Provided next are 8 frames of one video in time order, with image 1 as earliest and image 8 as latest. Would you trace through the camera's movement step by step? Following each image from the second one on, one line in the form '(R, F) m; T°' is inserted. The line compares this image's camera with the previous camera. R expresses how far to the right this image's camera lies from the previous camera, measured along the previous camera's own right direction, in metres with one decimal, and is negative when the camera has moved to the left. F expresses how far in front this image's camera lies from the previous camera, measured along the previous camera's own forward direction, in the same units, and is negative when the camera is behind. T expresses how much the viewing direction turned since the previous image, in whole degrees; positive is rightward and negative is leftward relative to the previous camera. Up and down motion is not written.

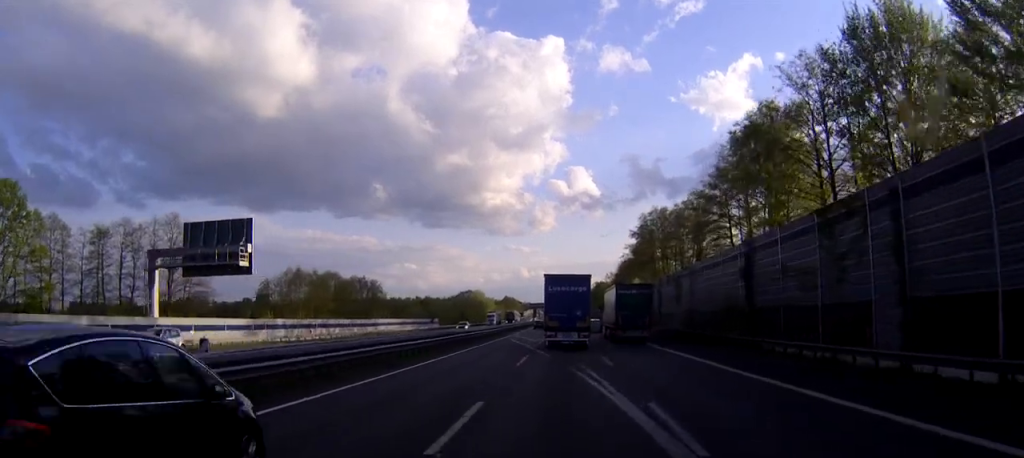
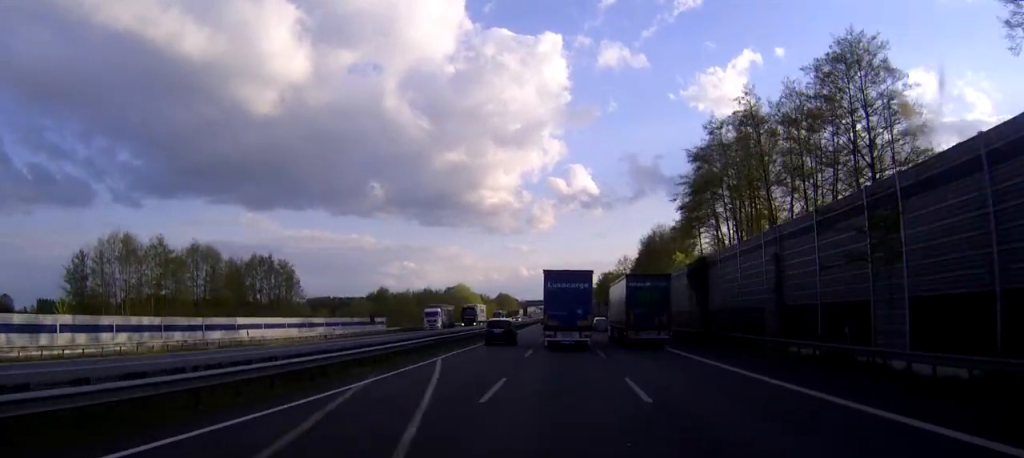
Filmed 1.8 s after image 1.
(0.0, +47.4) m; 0°
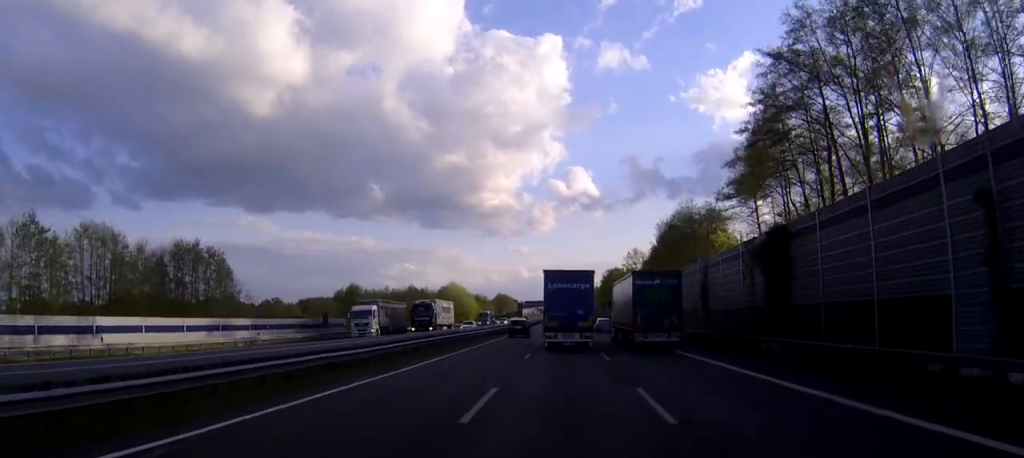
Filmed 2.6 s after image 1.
(0.0, +21.2) m; 0°
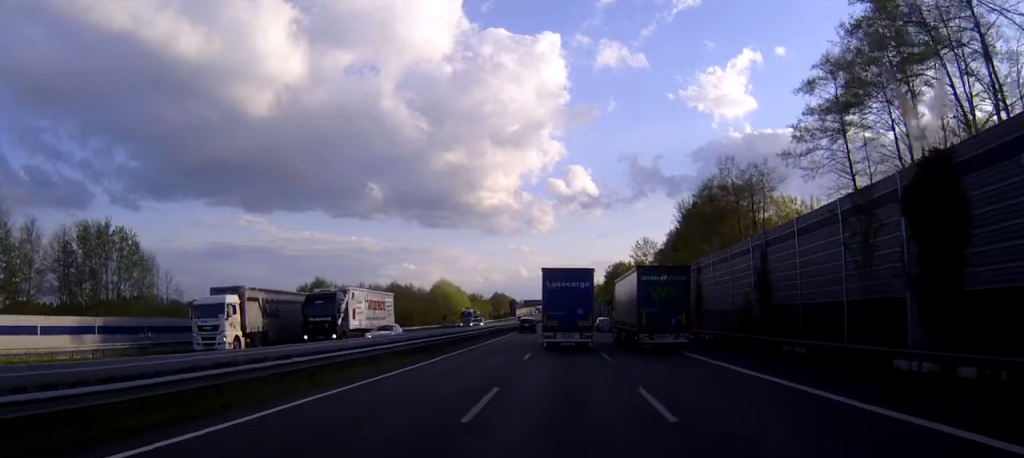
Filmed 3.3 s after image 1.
(0.0, +17.7) m; 0°
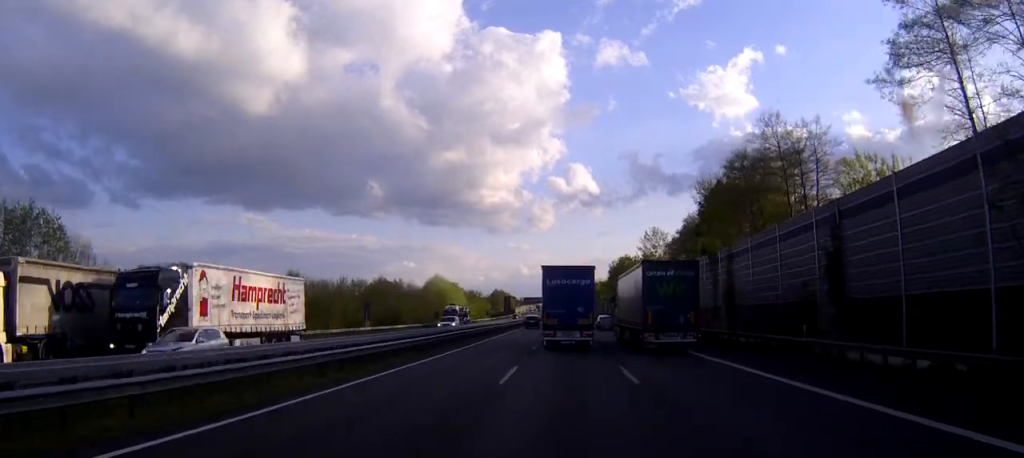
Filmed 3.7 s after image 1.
(0.0, +11.5) m; 0°
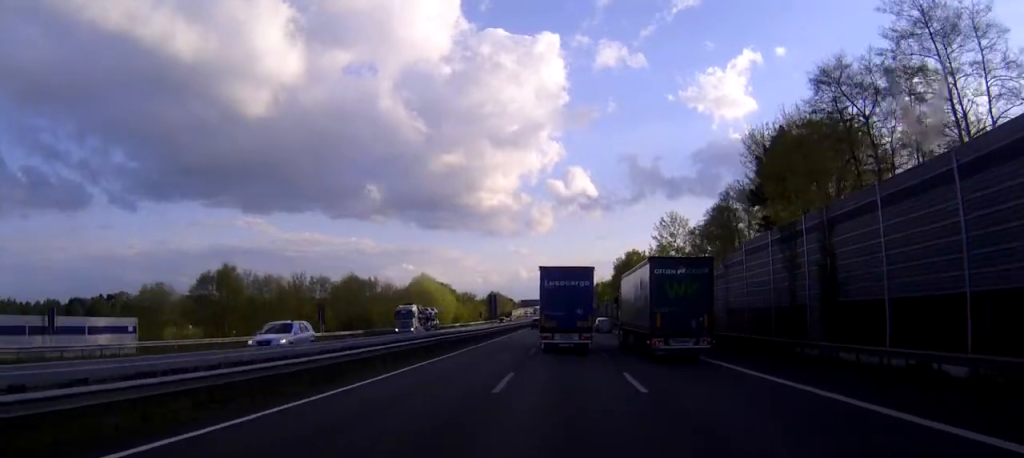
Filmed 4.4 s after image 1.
(0.0, +19.5) m; 0°
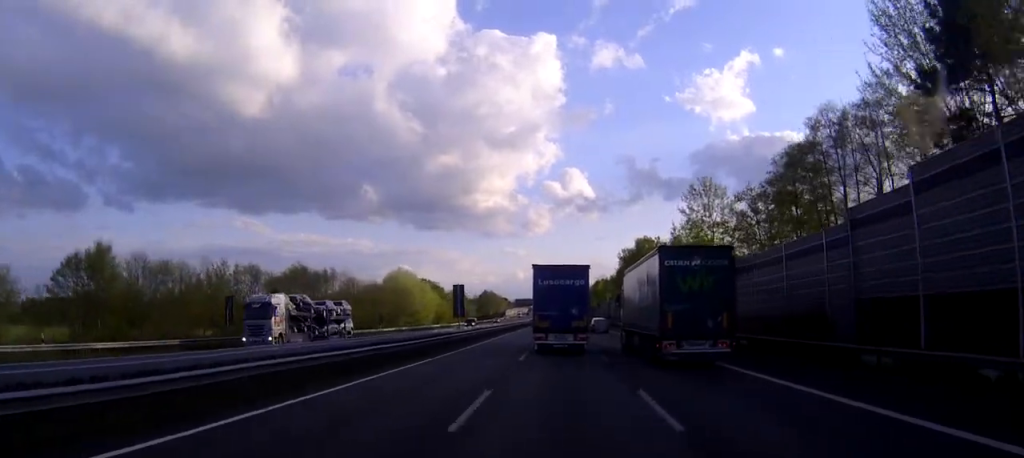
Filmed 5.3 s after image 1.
(+0.1, +23.9) m; 0°
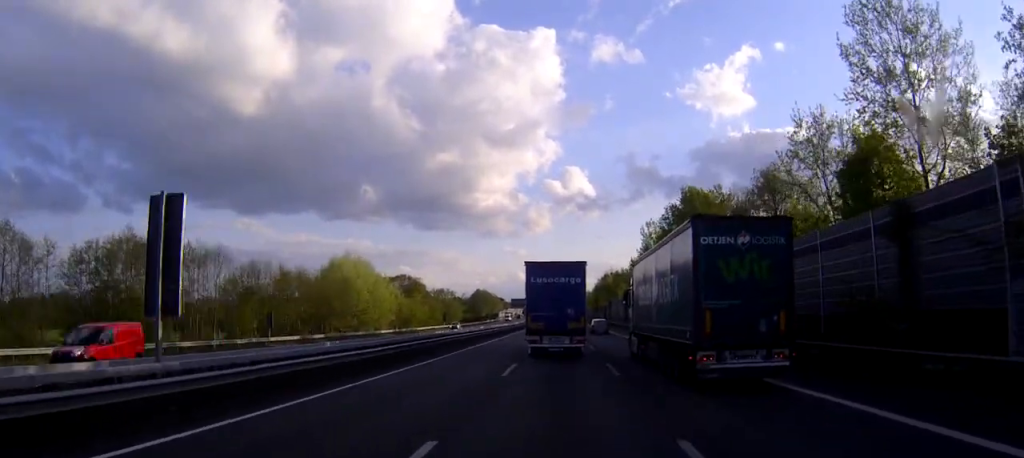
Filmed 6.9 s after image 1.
(+0.1, +42.5) m; 0°
